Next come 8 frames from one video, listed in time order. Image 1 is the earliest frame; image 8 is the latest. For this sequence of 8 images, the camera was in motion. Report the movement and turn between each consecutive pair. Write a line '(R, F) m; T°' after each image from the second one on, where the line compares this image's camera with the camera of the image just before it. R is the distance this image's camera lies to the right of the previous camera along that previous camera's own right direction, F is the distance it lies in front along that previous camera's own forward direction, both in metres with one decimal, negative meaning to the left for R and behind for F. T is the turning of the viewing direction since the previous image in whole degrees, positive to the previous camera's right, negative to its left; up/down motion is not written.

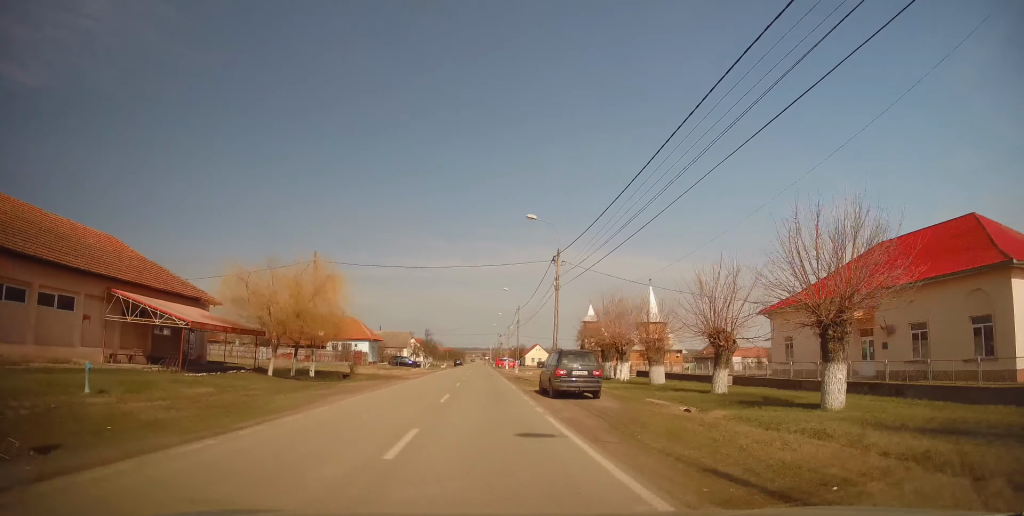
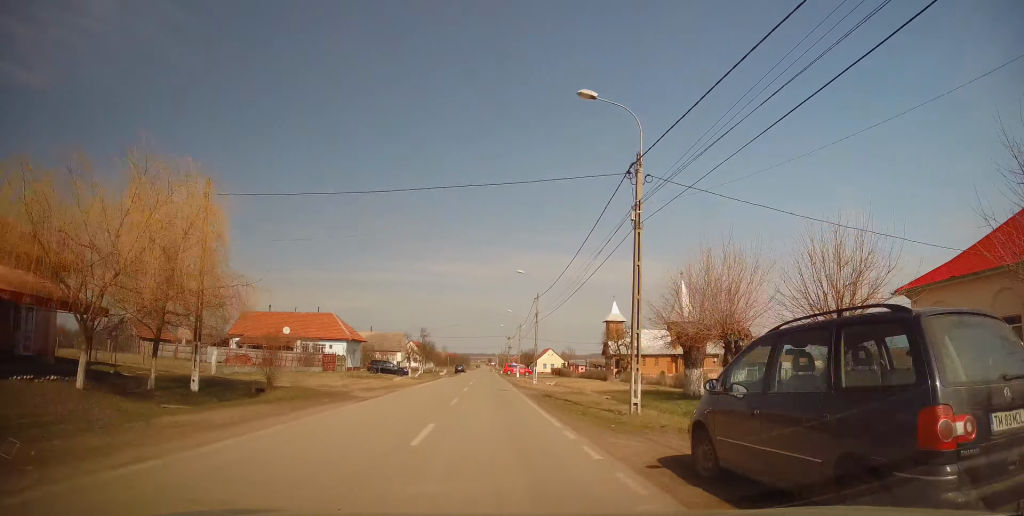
(0.0, +15.5) m; +1°
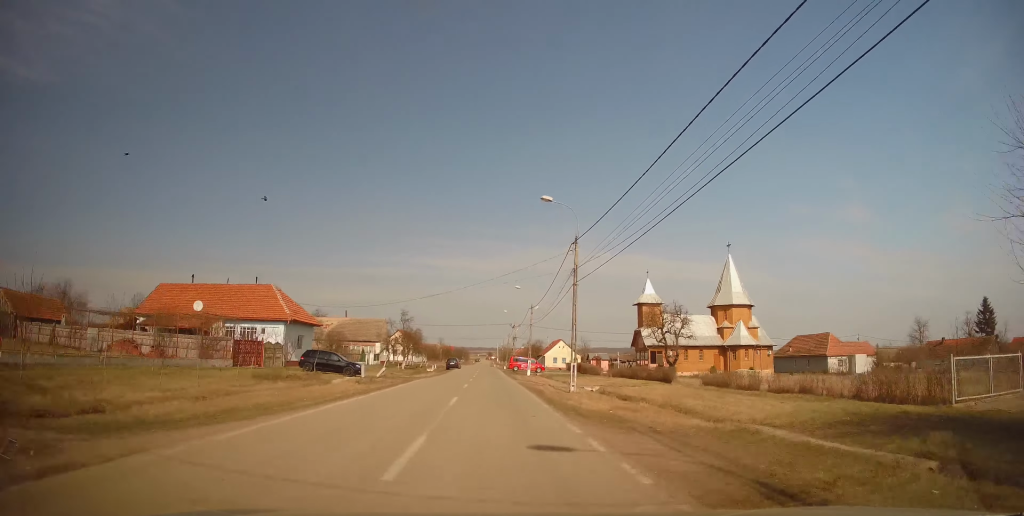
(+0.4, +19.8) m; +1°
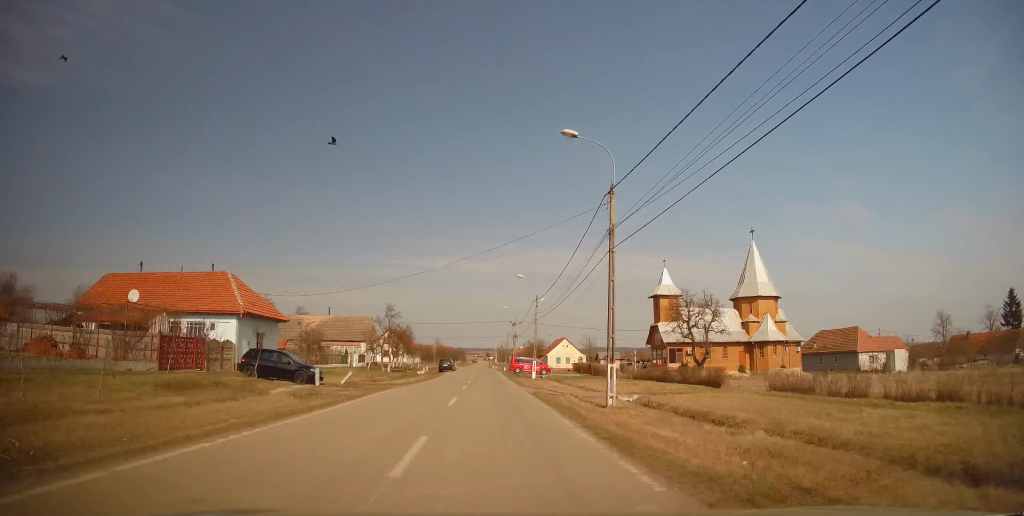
(-0.2, +8.9) m; -1°
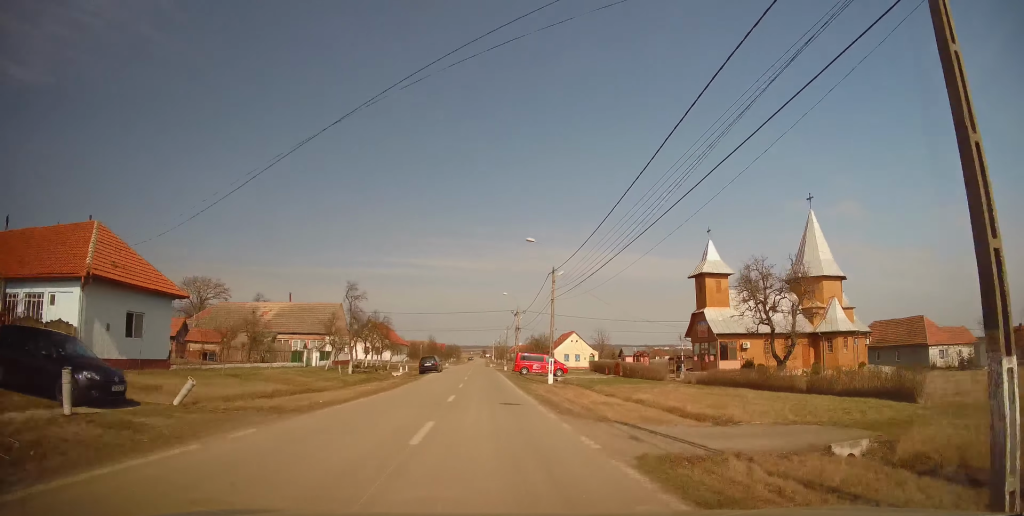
(-0.2, +16.0) m; -1°
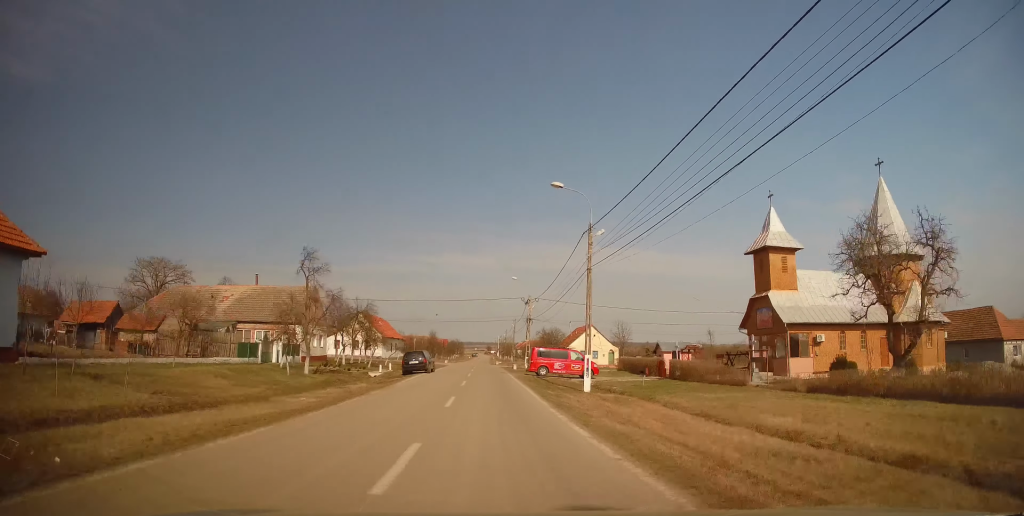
(0.0, +11.4) m; +1°
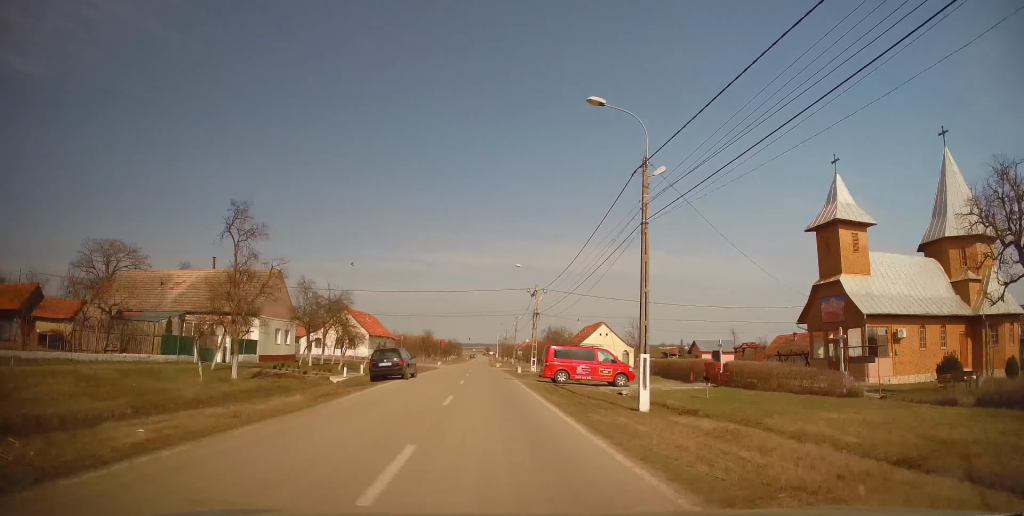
(+0.1, +8.7) m; +1°
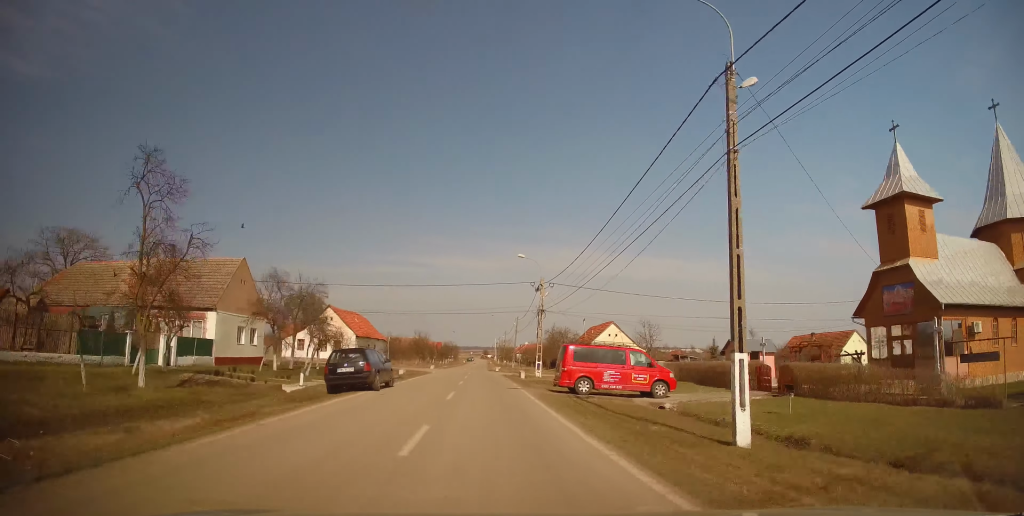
(+0.2, +6.1) m; 0°
